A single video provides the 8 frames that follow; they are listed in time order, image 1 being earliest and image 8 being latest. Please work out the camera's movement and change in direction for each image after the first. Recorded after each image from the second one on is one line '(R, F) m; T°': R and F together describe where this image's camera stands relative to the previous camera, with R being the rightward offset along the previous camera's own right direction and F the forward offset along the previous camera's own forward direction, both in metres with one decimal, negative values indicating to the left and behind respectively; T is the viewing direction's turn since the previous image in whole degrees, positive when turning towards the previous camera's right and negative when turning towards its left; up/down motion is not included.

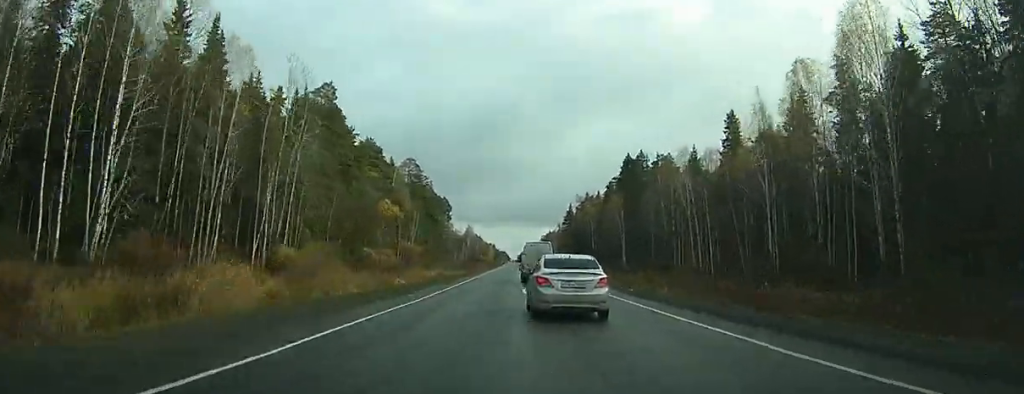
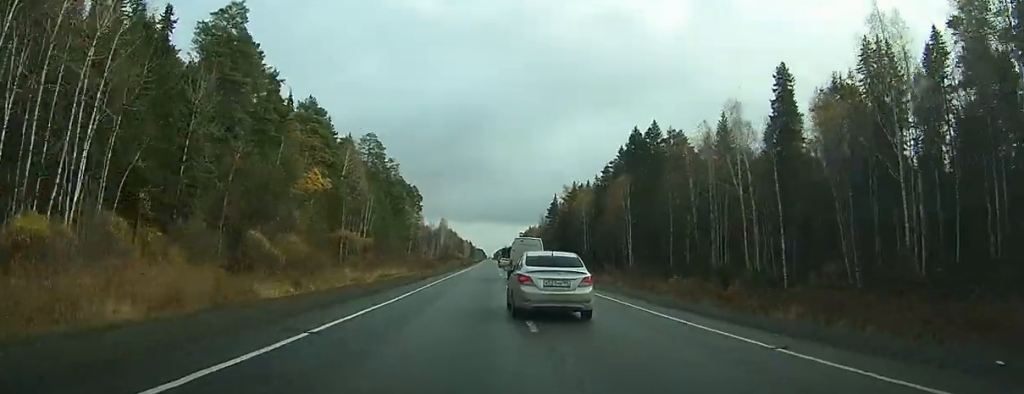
(+0.1, +25.0) m; 0°
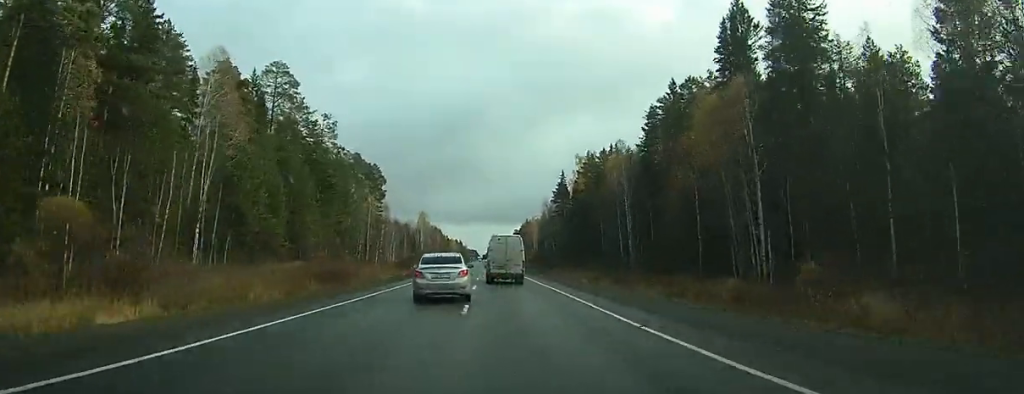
(+0.2, +52.6) m; +1°
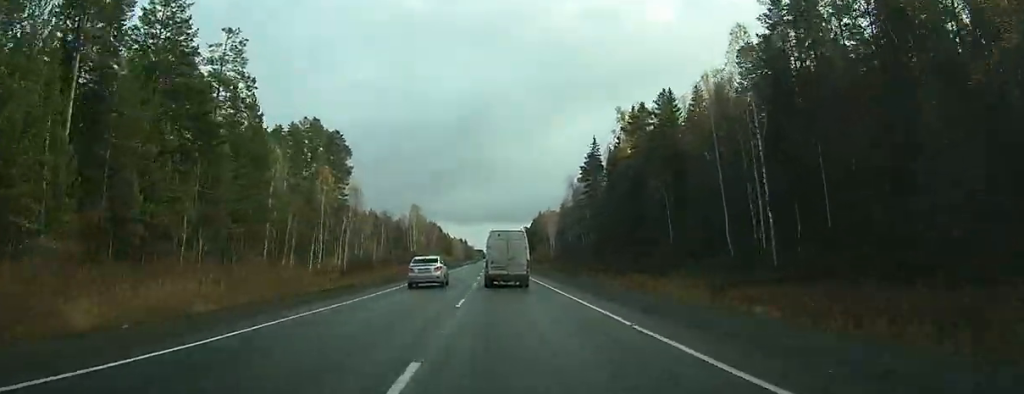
(+0.1, +41.2) m; 0°
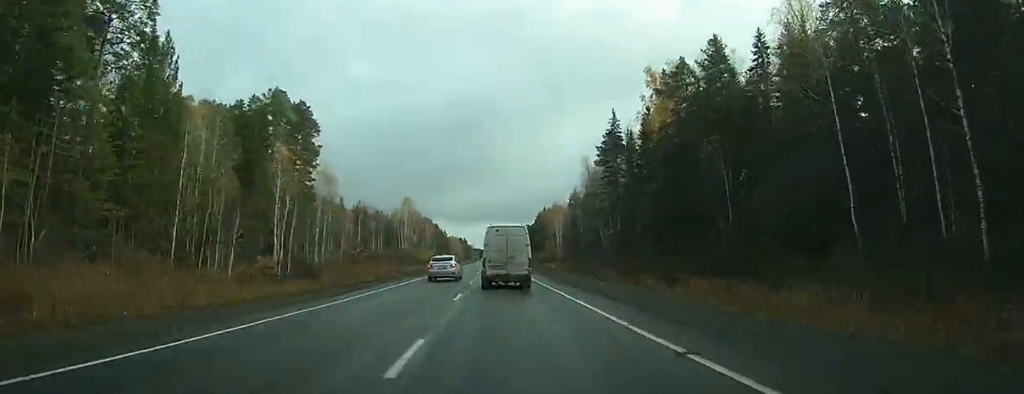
(0.0, +19.7) m; -1°
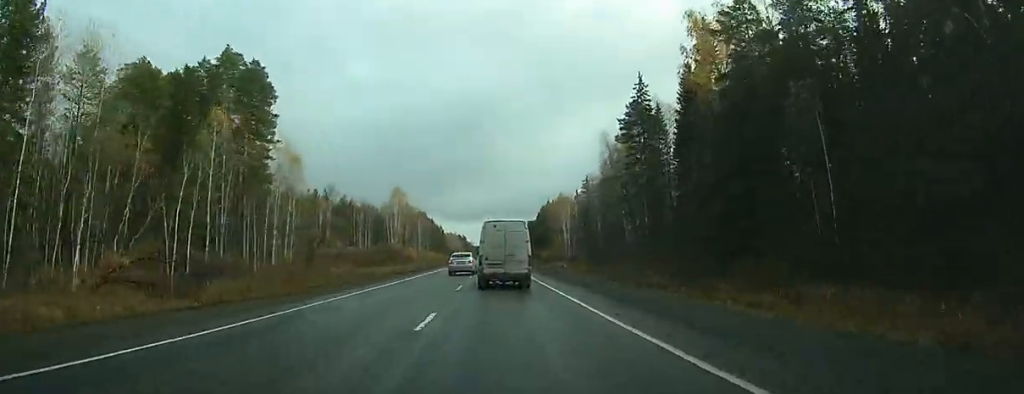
(+0.2, +18.4) m; -1°
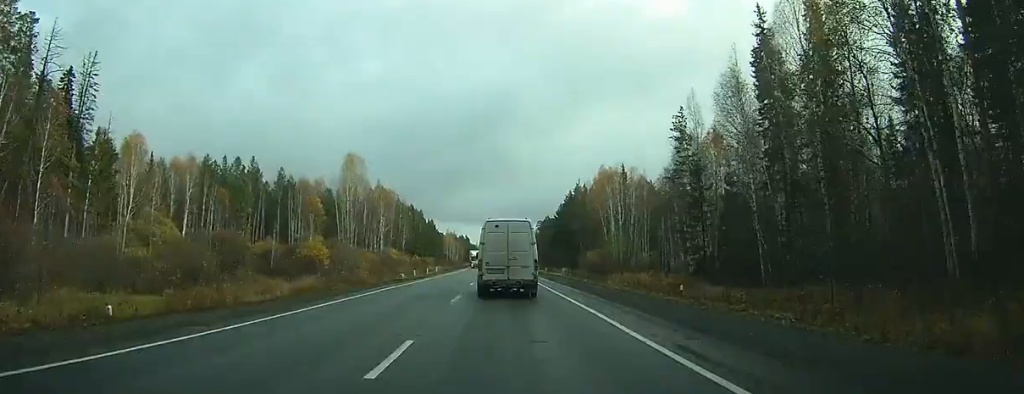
(-6.3, +64.4) m; -1°
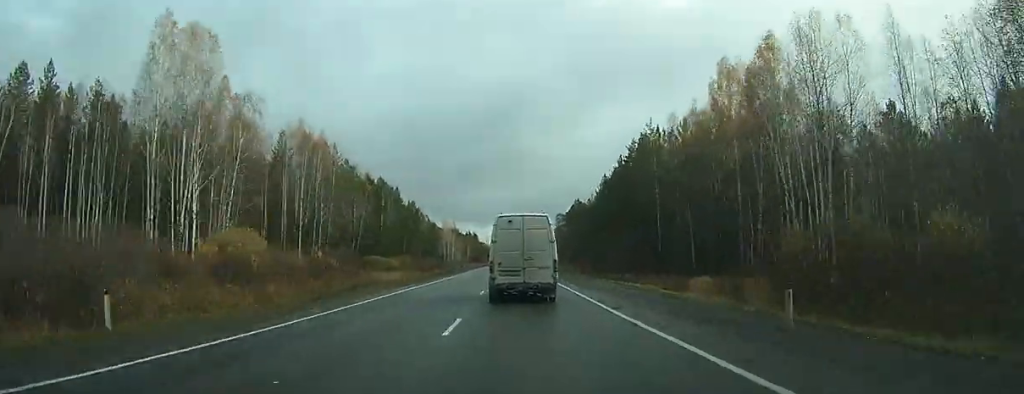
(+10.0, +71.3) m; +7°
